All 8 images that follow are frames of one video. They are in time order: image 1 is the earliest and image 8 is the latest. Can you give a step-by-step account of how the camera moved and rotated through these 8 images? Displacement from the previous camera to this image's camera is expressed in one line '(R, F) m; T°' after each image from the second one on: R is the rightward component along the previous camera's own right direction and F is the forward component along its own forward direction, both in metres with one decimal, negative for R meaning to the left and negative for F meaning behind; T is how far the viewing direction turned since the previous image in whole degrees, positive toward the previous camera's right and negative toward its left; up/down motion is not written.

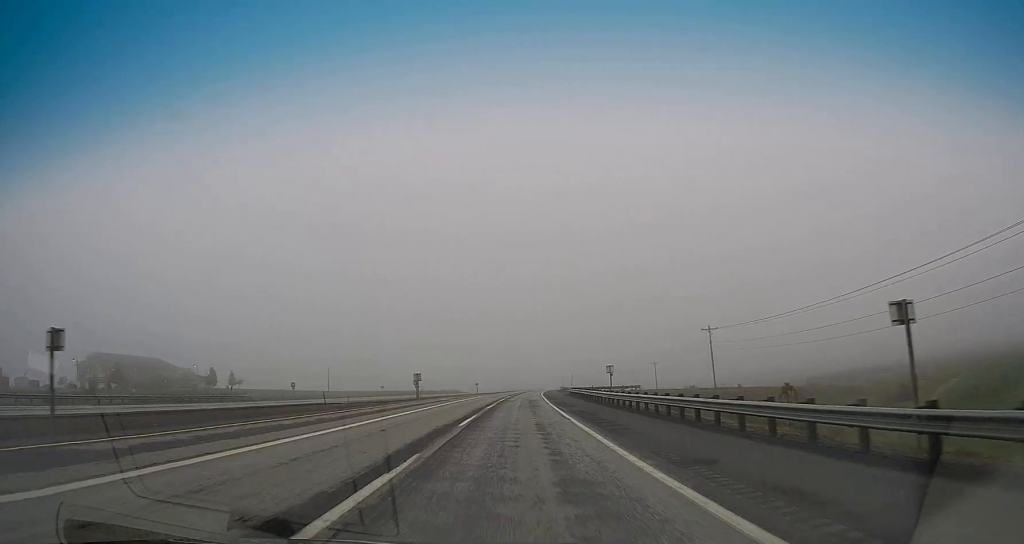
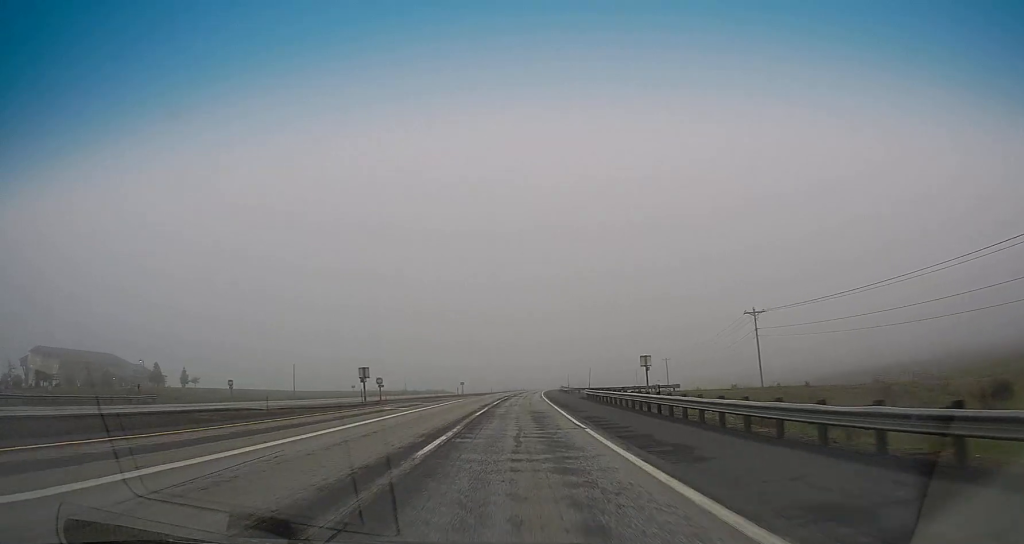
(0.0, +23.5) m; +1°
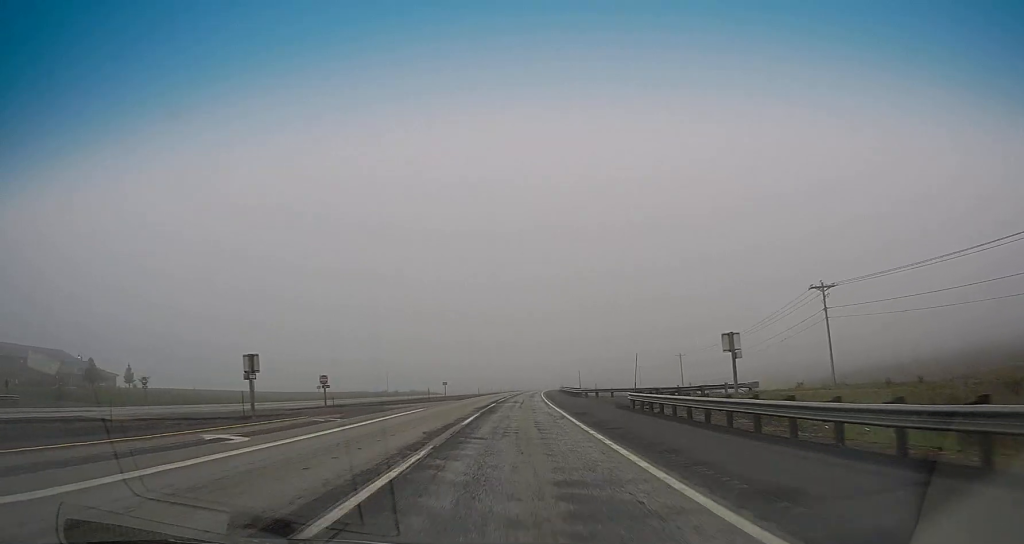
(+0.2, +21.5) m; +1°
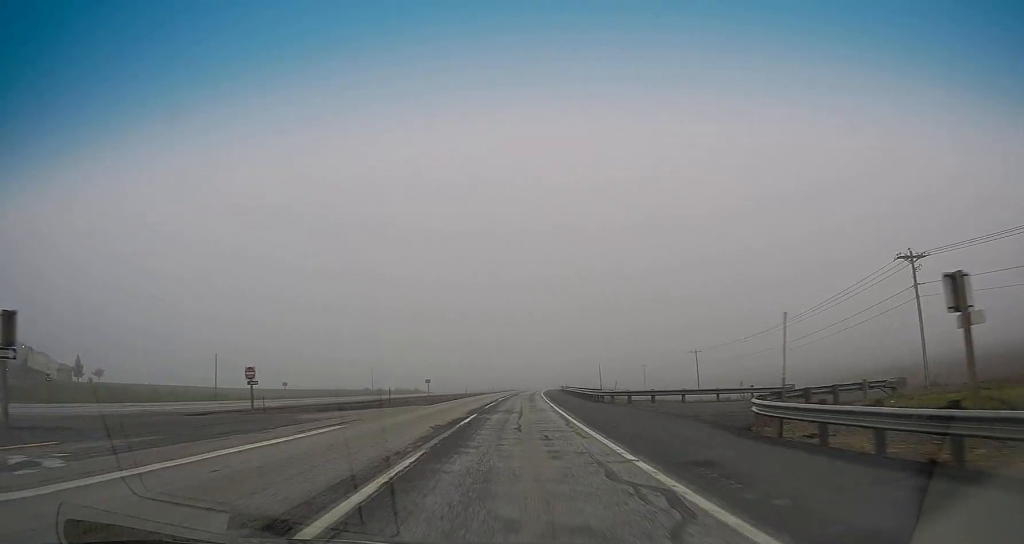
(+0.1, +16.6) m; +1°
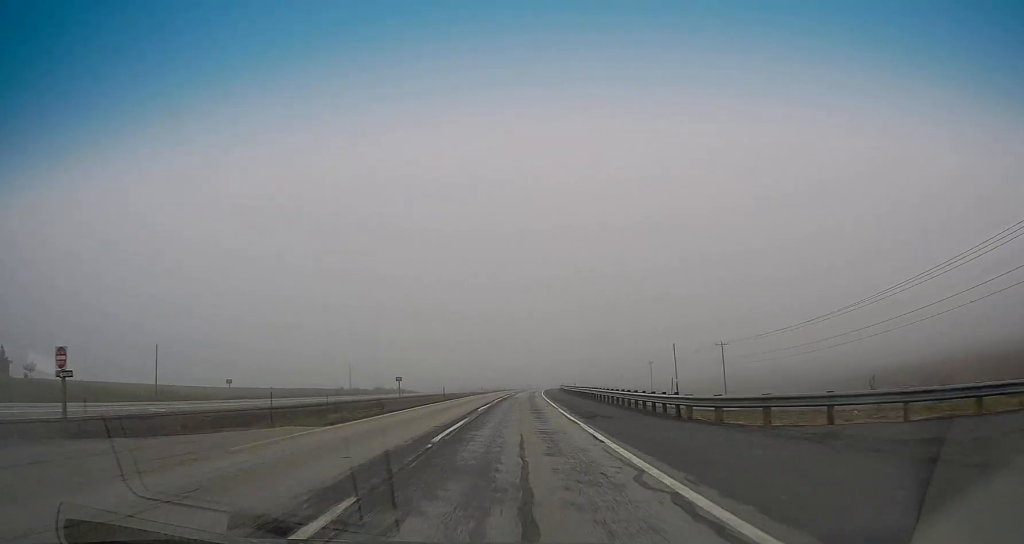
(+0.2, +20.5) m; 0°
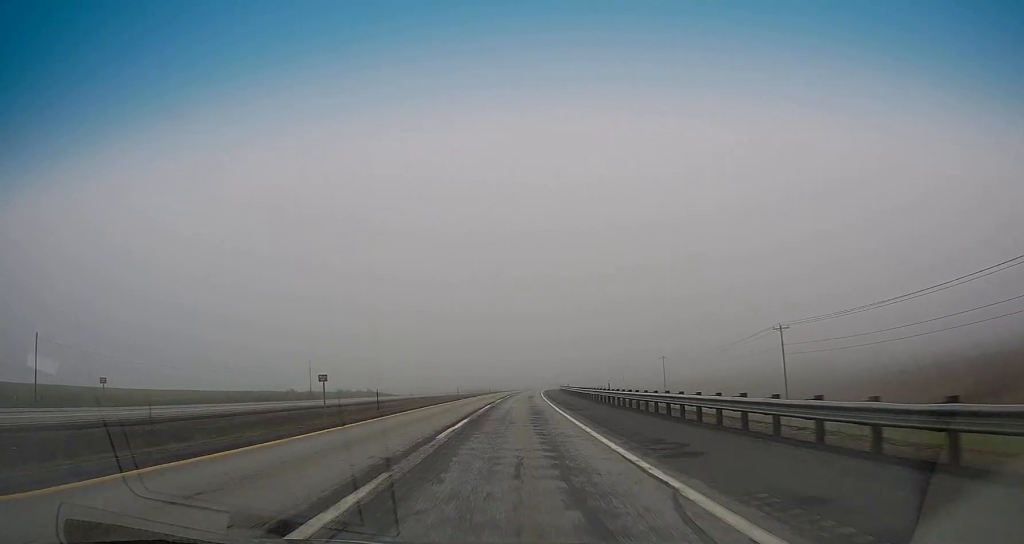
(-0.1, +29.3) m; +1°
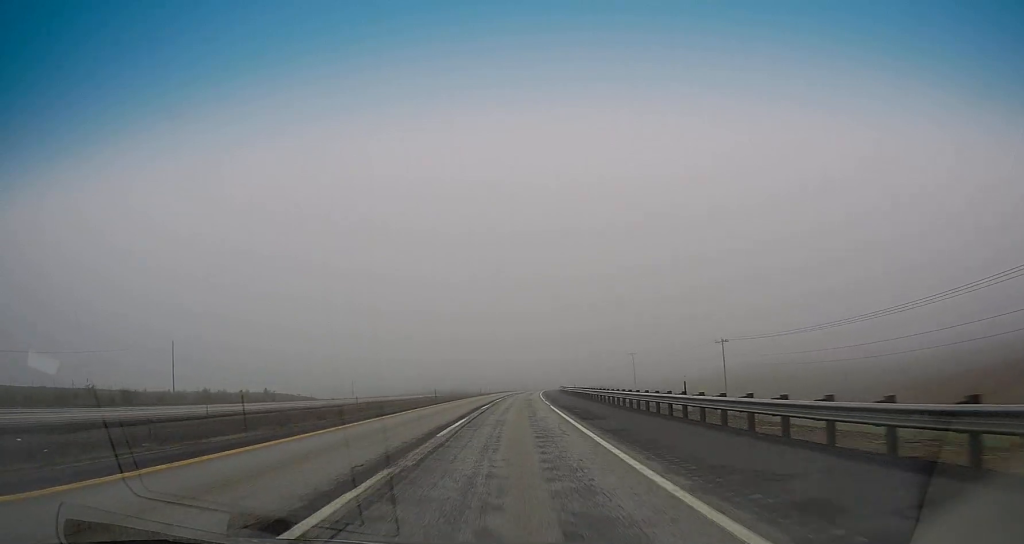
(+1.2, +61.6) m; +1°
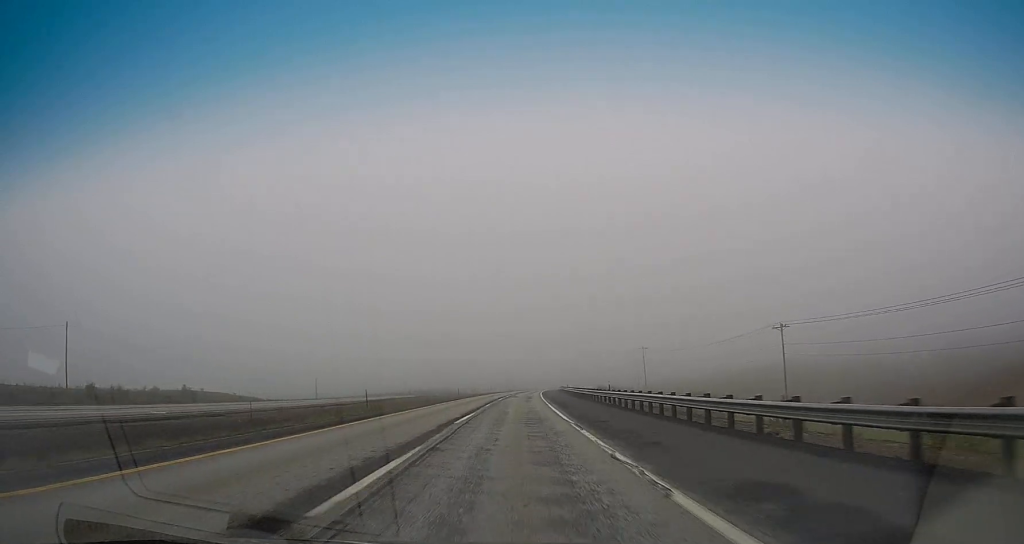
(+0.2, +27.4) m; +1°
